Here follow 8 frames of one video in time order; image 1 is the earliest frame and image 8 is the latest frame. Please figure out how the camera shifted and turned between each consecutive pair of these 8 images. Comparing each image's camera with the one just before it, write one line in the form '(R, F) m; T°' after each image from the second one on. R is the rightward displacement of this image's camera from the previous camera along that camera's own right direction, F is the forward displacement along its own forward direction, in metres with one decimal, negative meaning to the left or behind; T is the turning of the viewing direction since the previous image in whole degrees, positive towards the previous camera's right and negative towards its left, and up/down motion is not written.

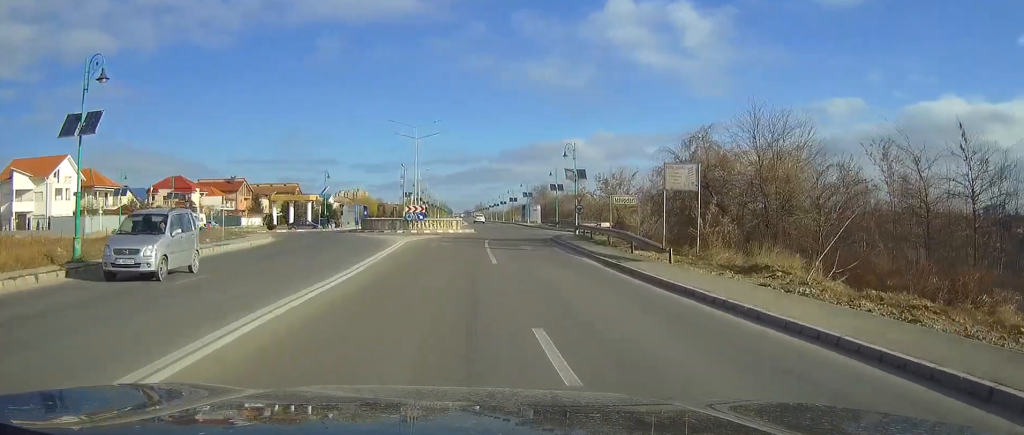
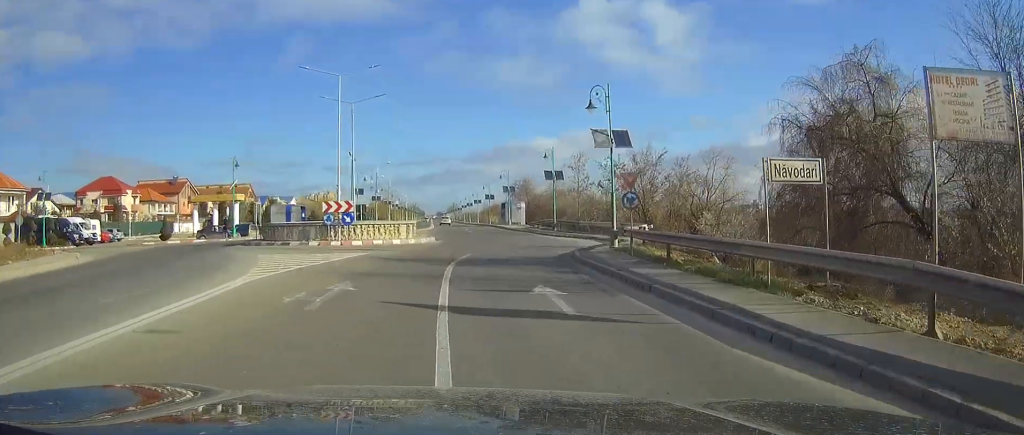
(+0.3, +21.7) m; +1°
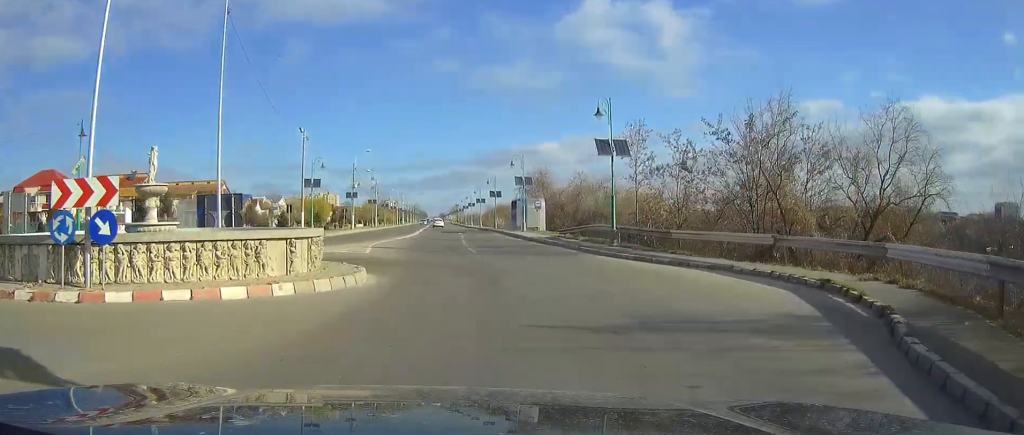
(+0.2, +23.4) m; 0°
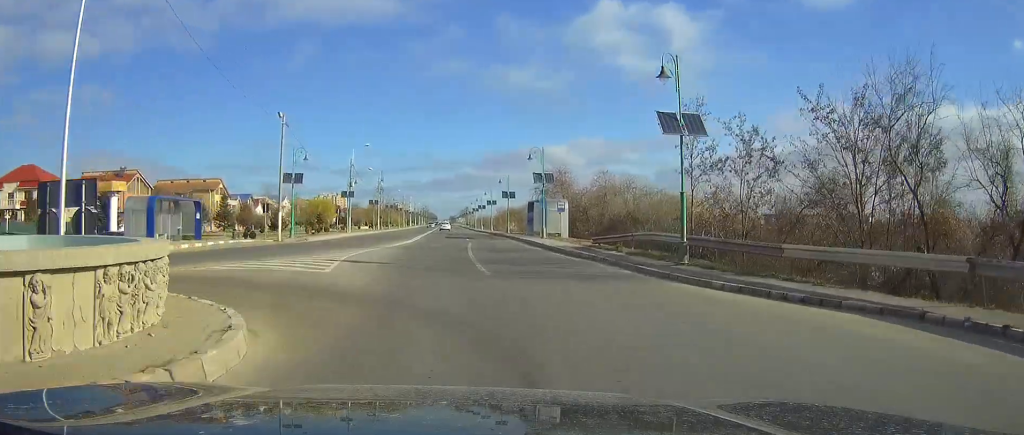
(+0.1, +9.1) m; -1°
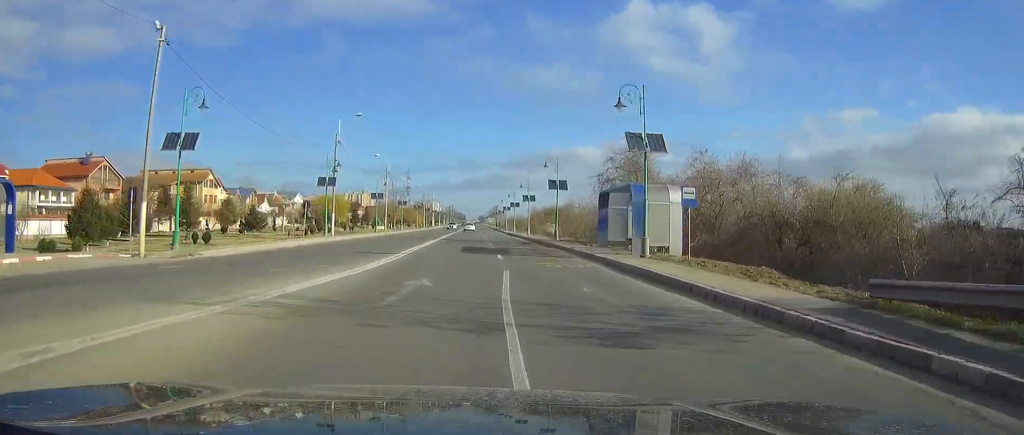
(-0.4, +23.4) m; -2°
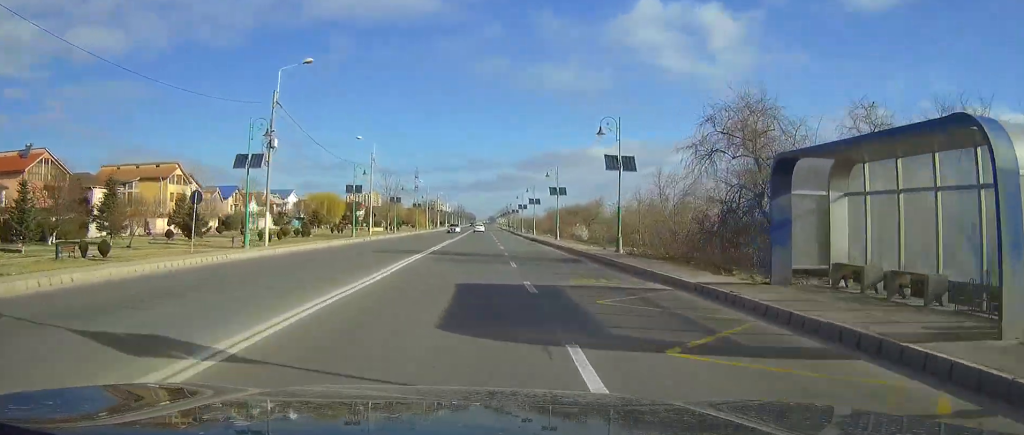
(-0.2, +20.8) m; -1°
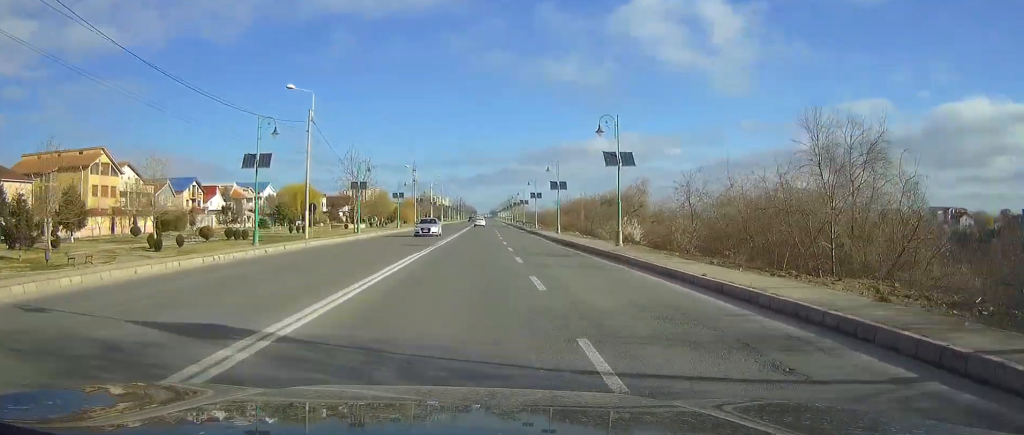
(-0.2, +26.8) m; 0°
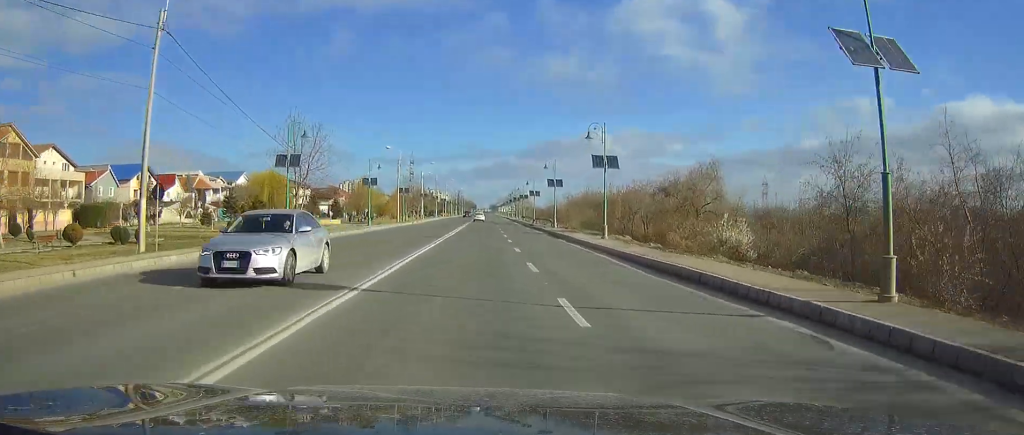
(+0.1, +23.2) m; 0°
